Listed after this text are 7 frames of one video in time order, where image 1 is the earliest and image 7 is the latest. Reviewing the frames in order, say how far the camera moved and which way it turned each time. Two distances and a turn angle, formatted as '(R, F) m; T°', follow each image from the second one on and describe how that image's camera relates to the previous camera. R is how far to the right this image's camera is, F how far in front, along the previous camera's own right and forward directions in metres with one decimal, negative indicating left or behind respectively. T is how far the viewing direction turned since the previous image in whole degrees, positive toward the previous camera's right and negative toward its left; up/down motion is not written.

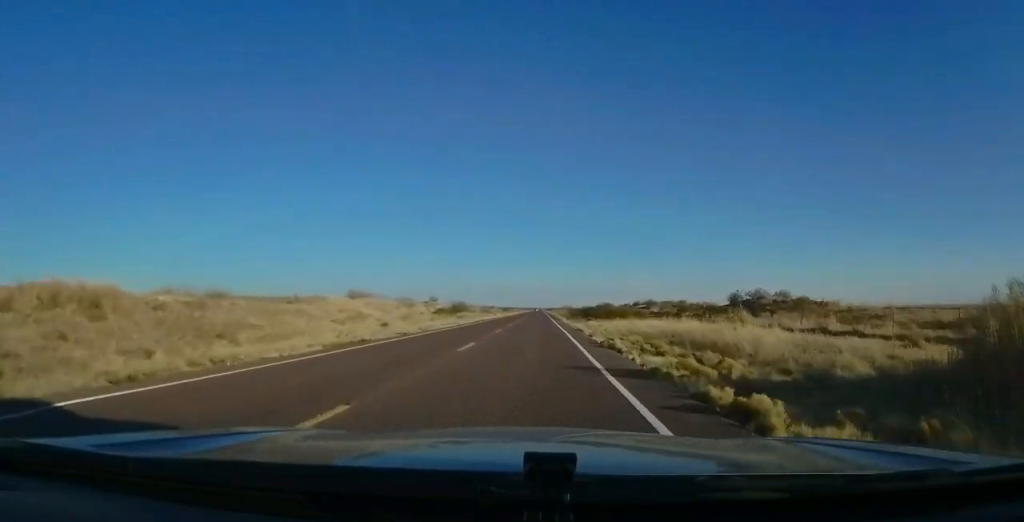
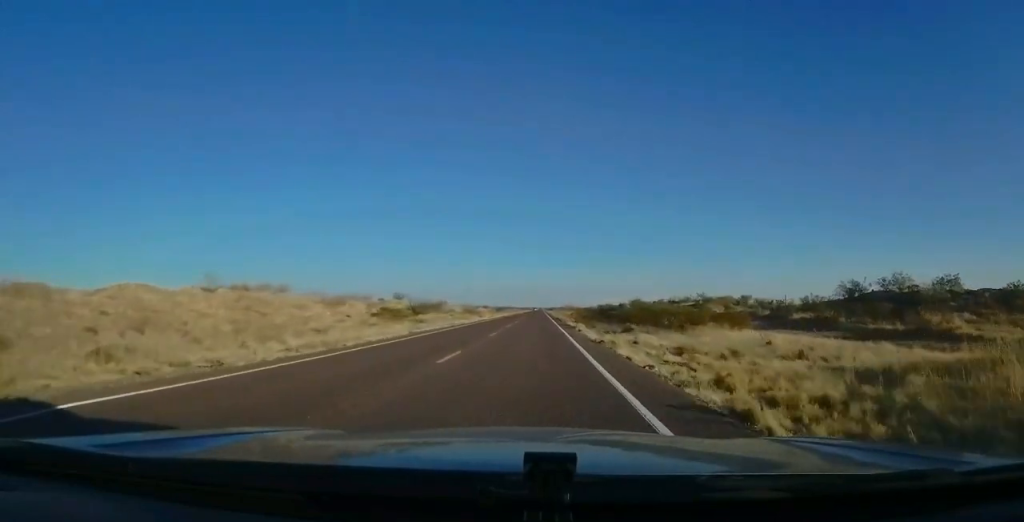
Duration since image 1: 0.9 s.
(-0.4, +27.3) m; -1°
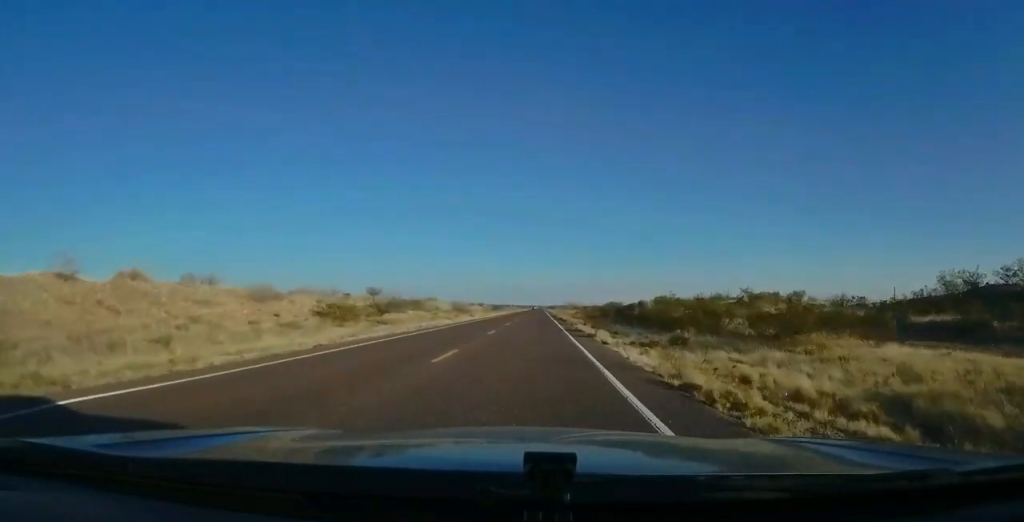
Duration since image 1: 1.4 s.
(+0.1, +12.6) m; 0°
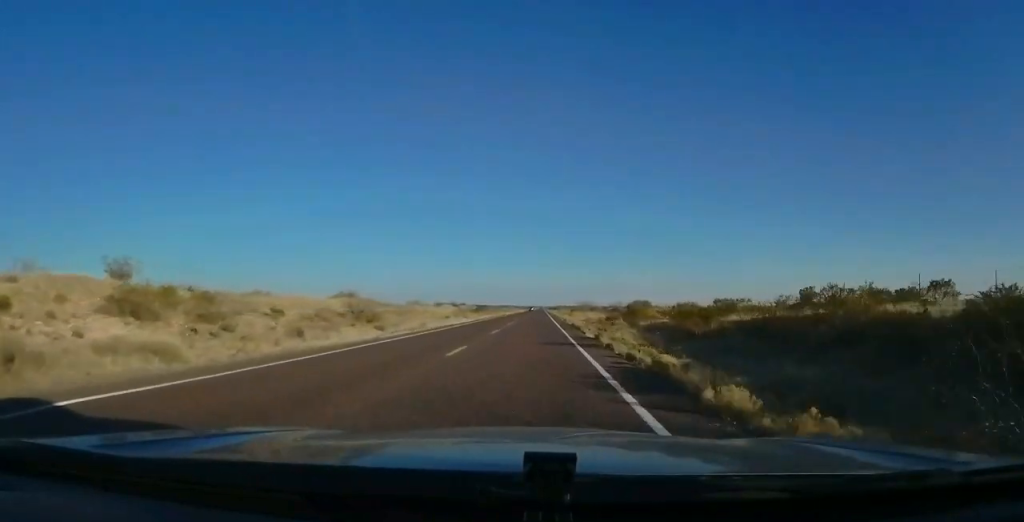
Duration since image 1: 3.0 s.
(-0.4, +46.5) m; 0°
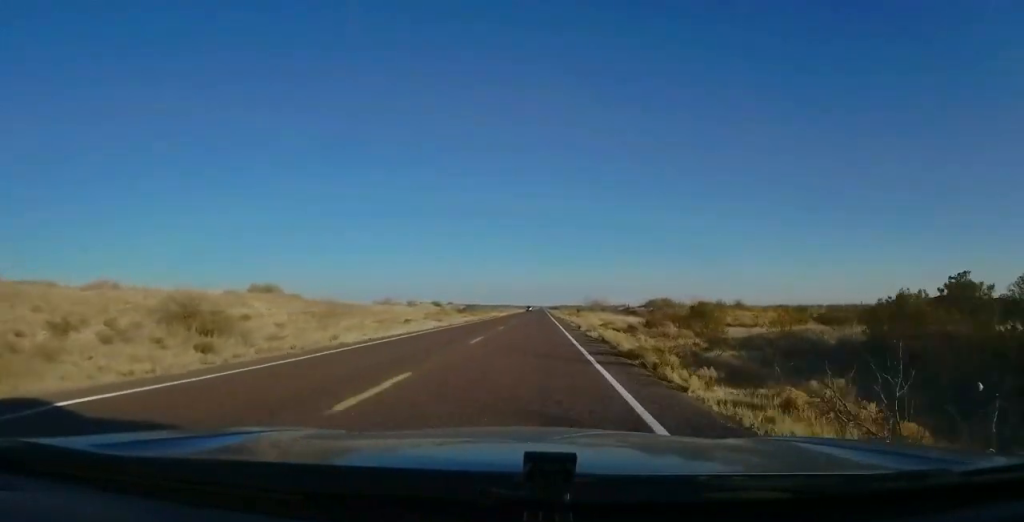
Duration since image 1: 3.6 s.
(0.0, +19.5) m; +1°
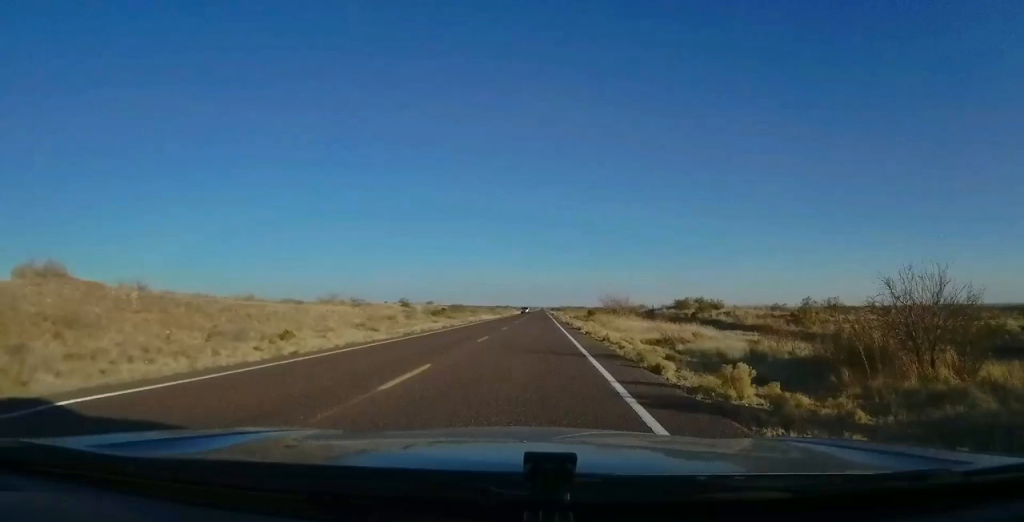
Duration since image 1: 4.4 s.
(+0.2, +22.4) m; 0°
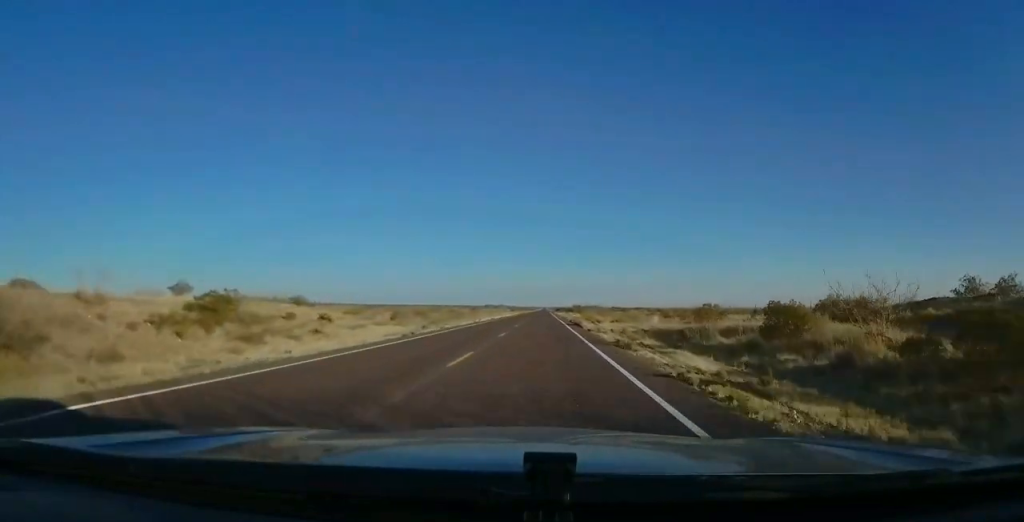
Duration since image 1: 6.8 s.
(-0.6, +69.4) m; -1°
